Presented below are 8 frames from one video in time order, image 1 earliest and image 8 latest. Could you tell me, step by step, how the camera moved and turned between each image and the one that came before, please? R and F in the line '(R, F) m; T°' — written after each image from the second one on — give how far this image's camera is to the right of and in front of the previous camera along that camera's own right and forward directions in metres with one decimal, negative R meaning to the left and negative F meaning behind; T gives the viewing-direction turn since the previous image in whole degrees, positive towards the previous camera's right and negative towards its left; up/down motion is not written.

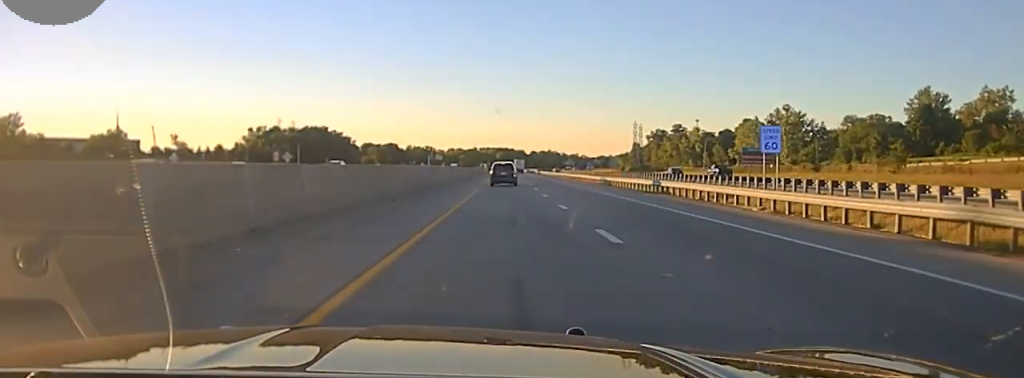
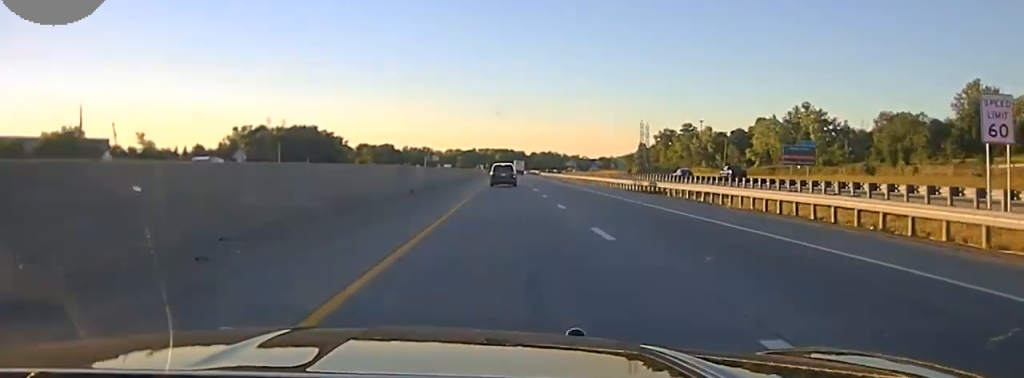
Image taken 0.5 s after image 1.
(0.0, +25.6) m; 0°
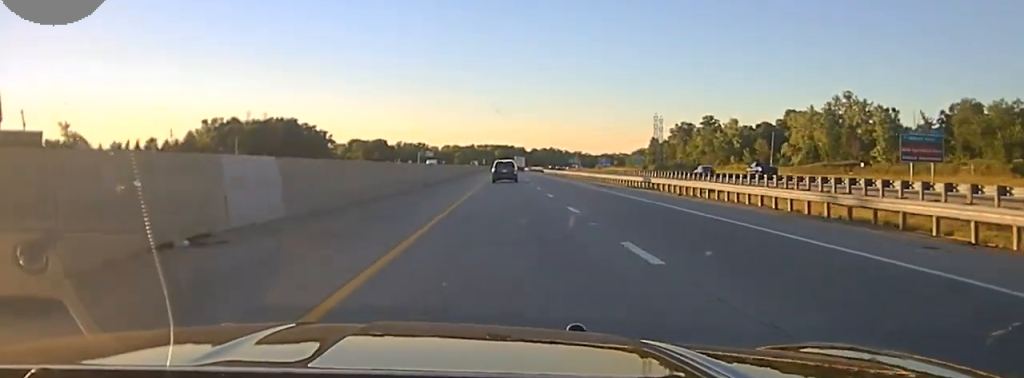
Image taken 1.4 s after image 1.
(0.0, +41.6) m; 0°
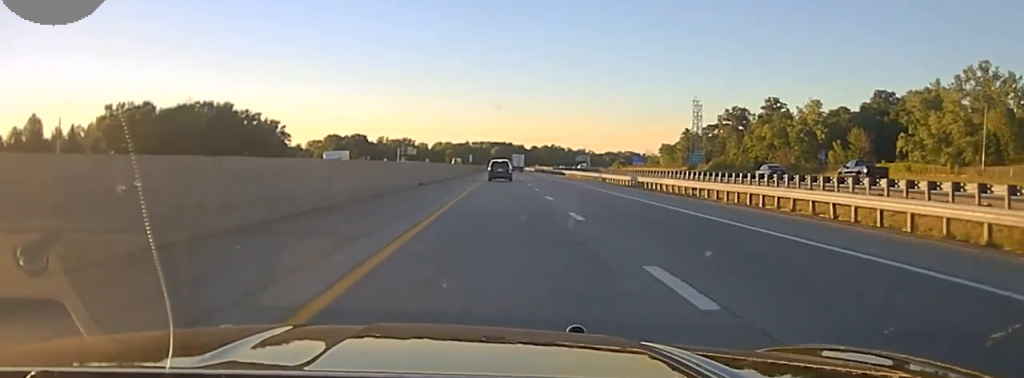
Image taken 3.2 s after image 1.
(+0.1, +88.1) m; 0°
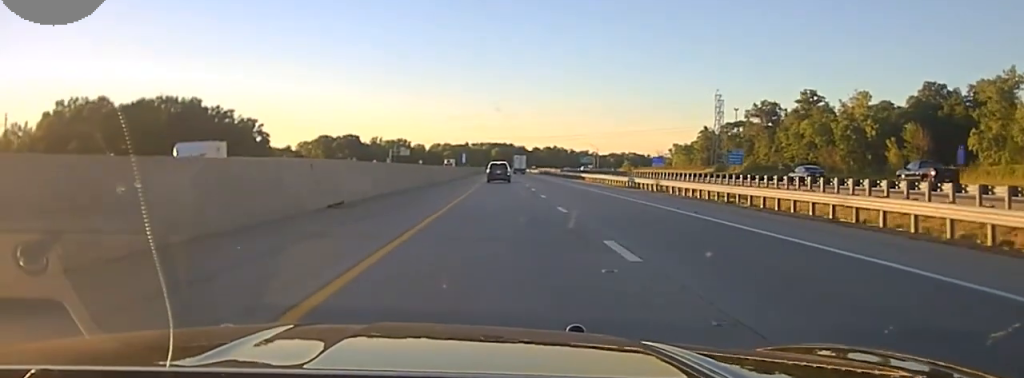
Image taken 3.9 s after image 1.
(+0.1, +32.4) m; 0°
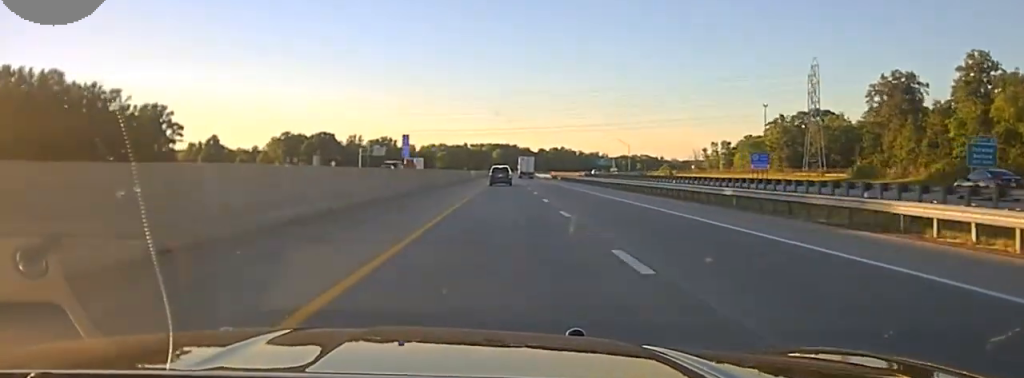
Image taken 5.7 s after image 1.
(-0.7, +88.6) m; 0°
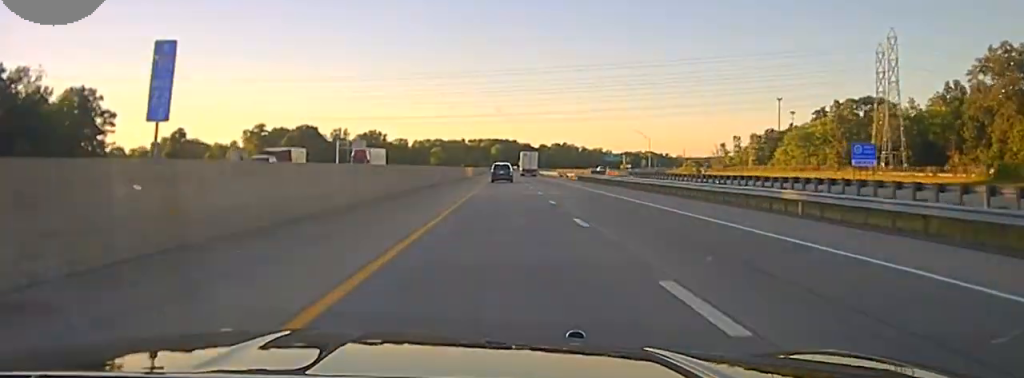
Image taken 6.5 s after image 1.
(+0.1, +41.2) m; 0°
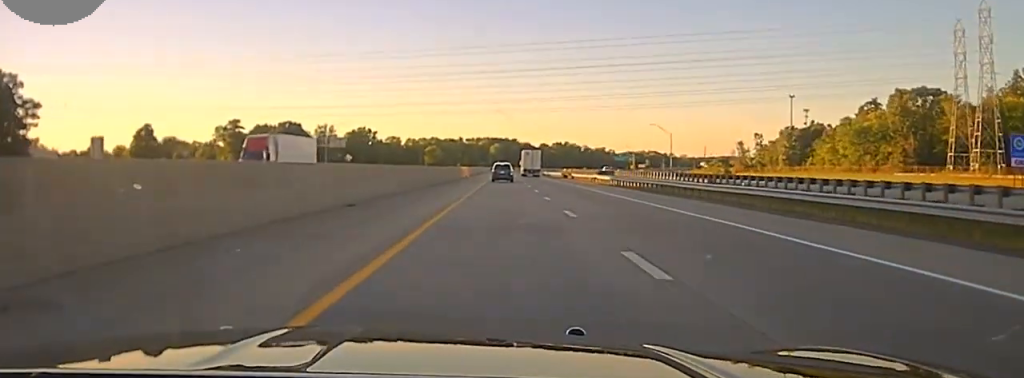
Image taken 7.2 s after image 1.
(0.0, +31.5) m; 0°
